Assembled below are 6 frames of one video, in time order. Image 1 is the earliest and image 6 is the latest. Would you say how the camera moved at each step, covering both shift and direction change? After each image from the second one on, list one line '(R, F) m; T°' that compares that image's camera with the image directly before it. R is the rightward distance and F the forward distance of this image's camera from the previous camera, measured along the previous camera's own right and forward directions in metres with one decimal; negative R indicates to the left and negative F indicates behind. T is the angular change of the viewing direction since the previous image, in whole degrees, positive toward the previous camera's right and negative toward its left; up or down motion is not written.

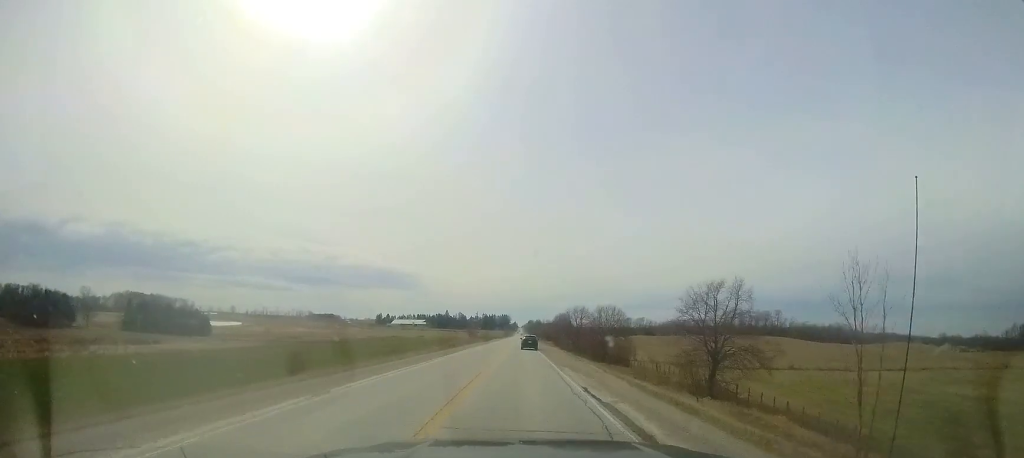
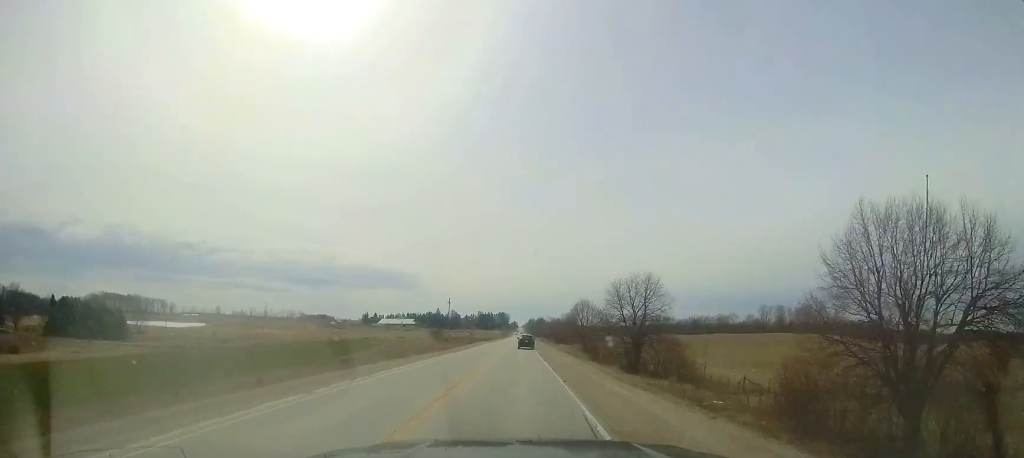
(+0.6, +46.8) m; -1°
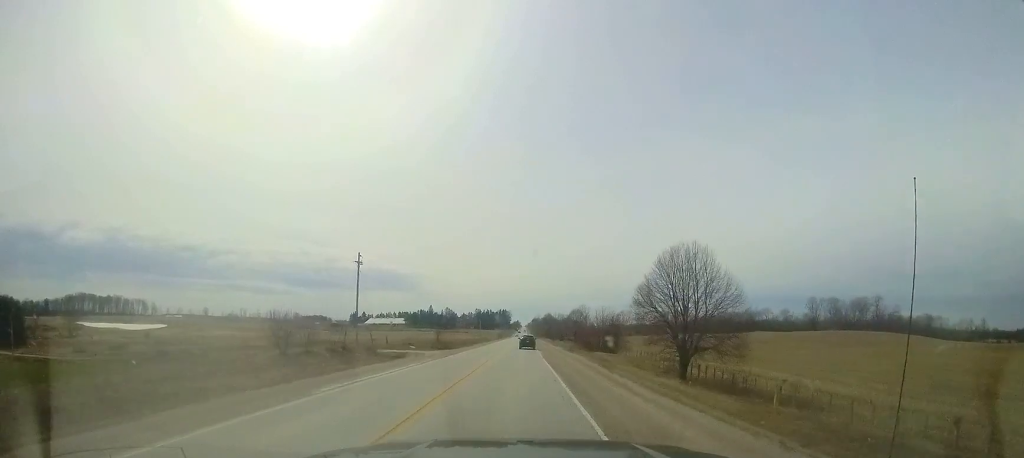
(-0.7, +45.6) m; -1°
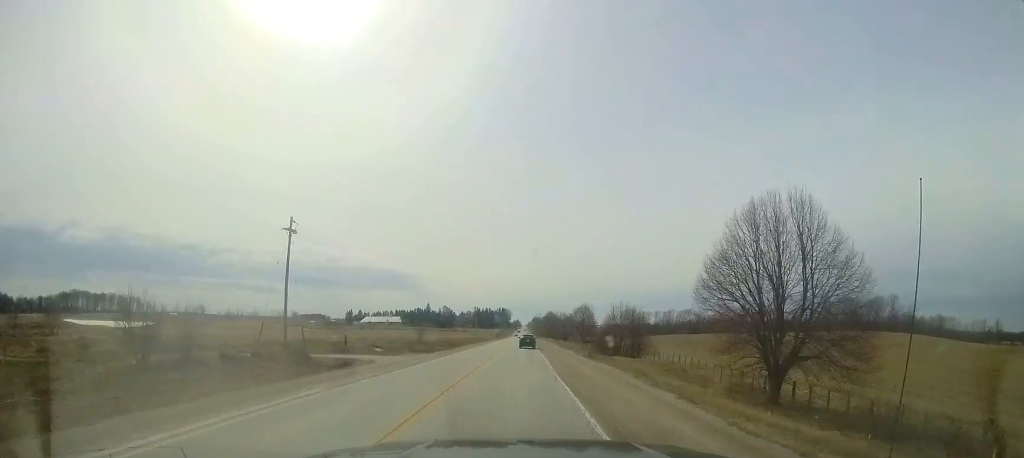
(0.0, +11.2) m; 0°
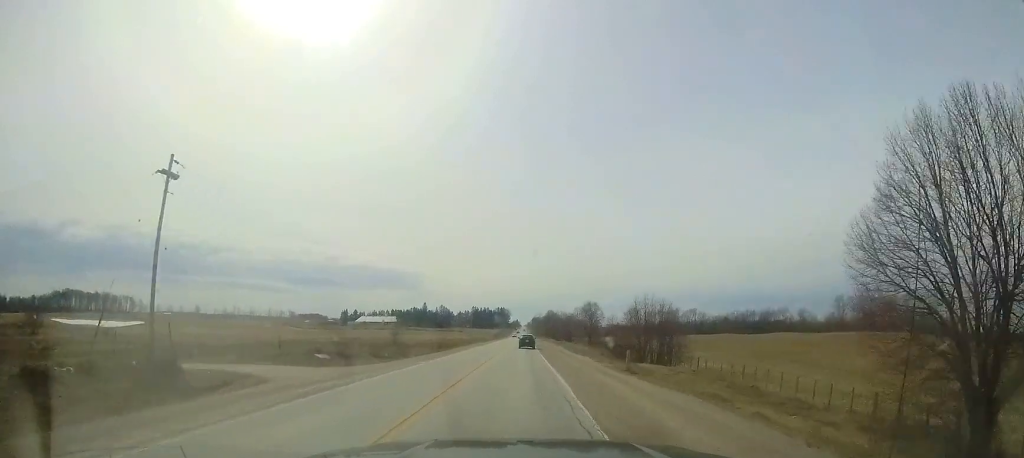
(0.0, +10.4) m; 0°
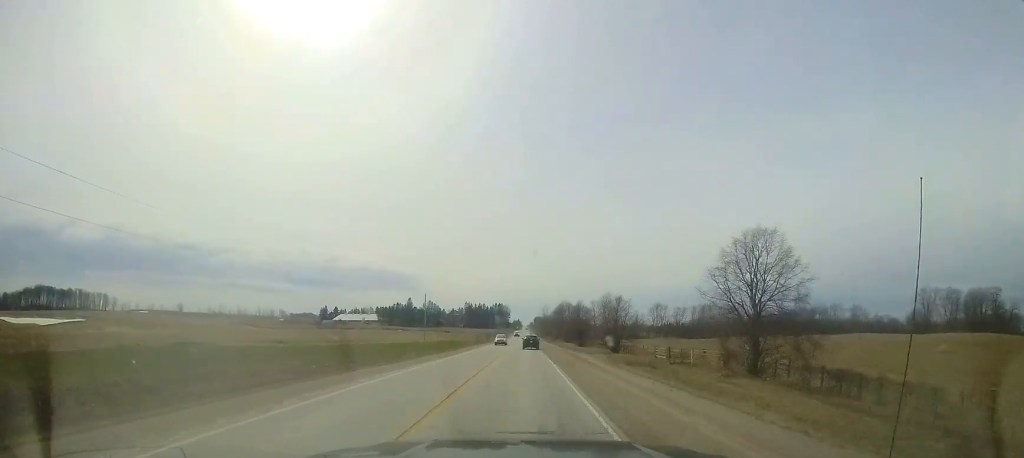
(+0.9, +50.5) m; +2°
